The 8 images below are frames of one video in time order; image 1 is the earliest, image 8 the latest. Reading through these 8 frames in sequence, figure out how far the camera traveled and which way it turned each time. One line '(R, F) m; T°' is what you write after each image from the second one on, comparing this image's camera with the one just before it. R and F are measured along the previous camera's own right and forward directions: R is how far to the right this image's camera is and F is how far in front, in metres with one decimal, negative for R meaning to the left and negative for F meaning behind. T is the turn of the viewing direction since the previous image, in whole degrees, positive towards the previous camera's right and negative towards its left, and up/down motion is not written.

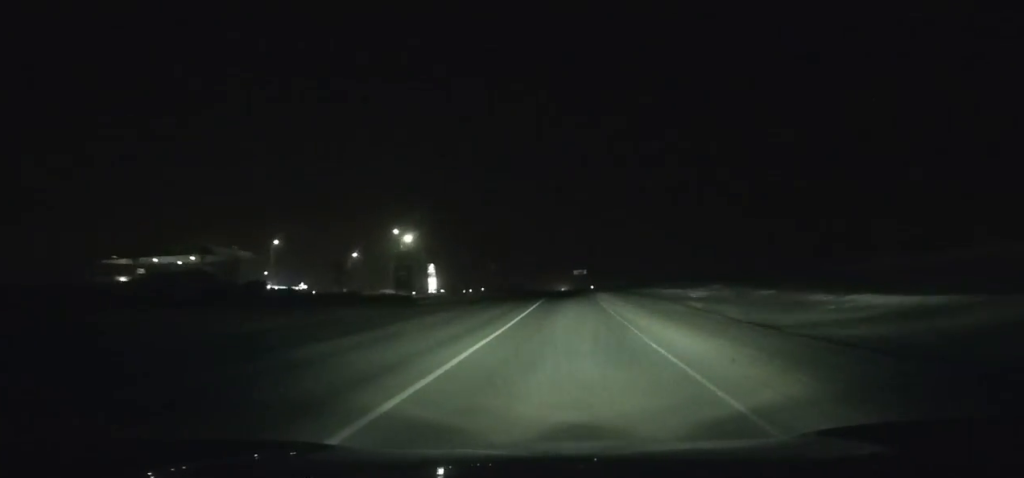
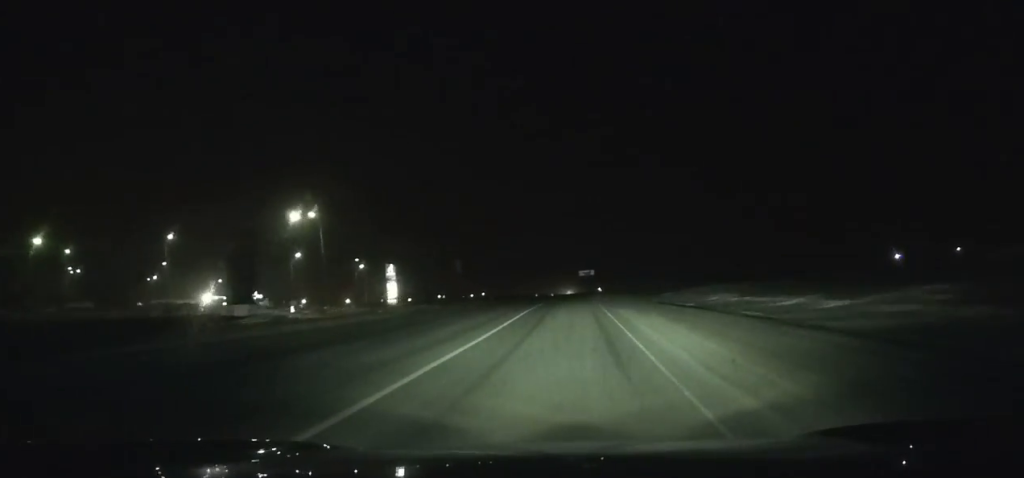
(+0.1, +32.9) m; 0°
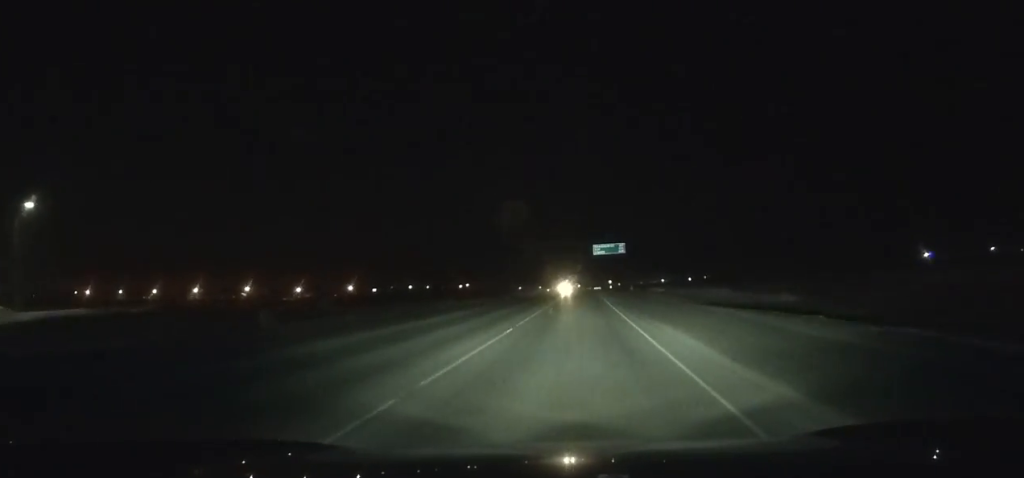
(+0.3, +108.1) m; 0°
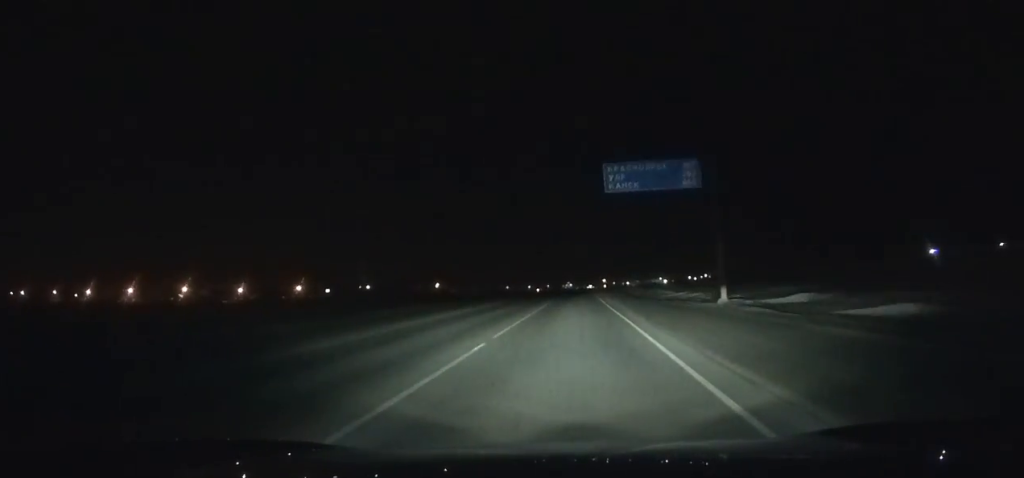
(0.0, +64.3) m; 0°
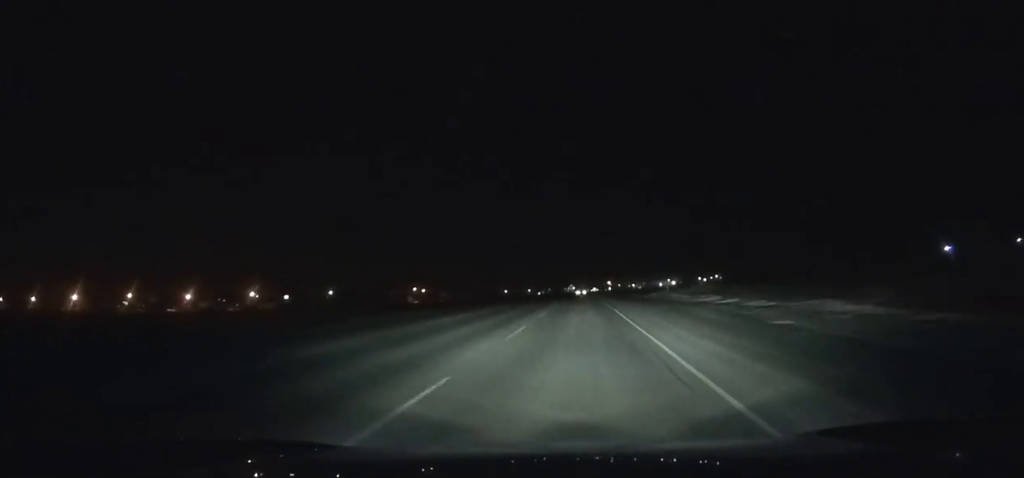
(-0.3, +55.1) m; -1°
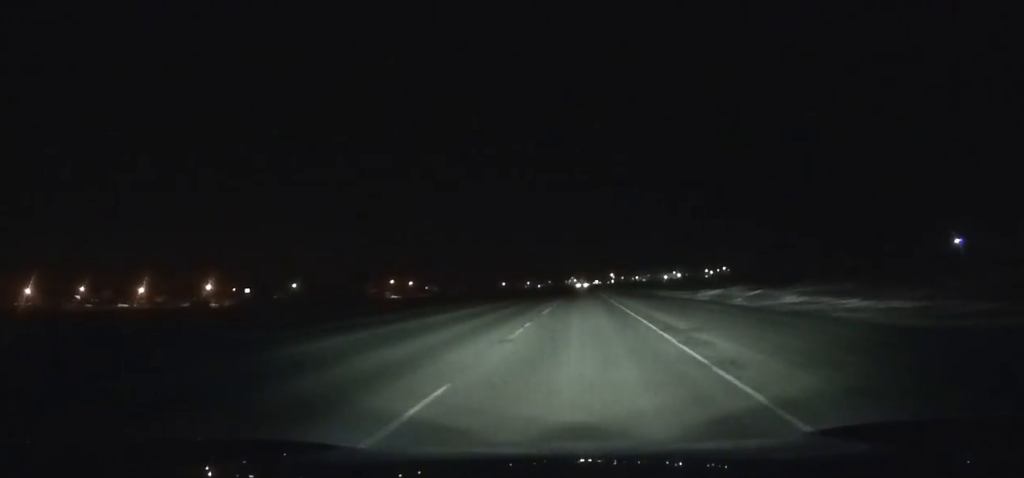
(-0.1, +38.2) m; 0°
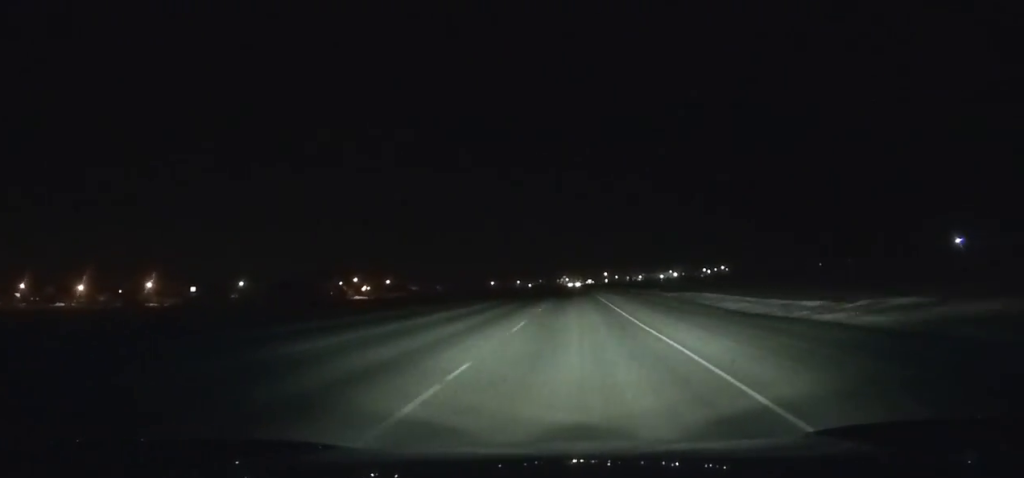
(0.0, +33.4) m; 0°
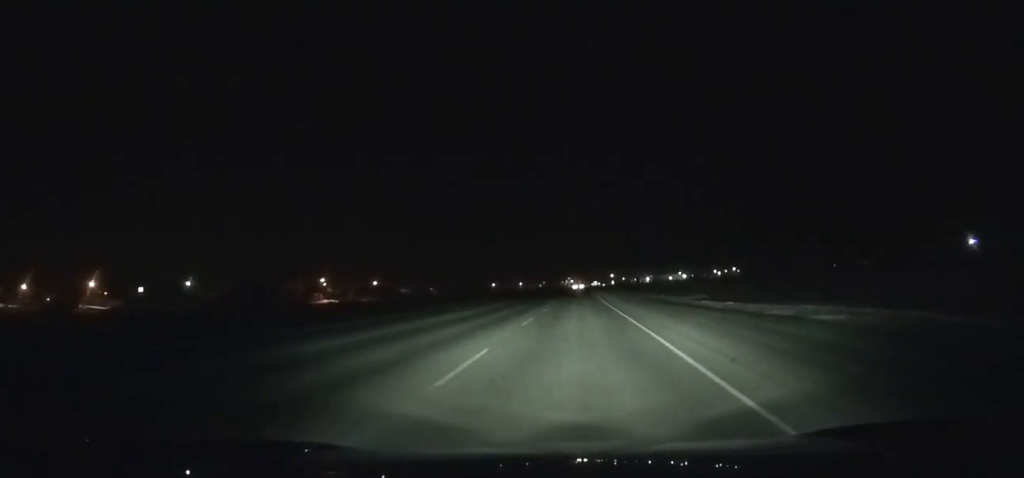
(+0.1, +32.5) m; 0°
